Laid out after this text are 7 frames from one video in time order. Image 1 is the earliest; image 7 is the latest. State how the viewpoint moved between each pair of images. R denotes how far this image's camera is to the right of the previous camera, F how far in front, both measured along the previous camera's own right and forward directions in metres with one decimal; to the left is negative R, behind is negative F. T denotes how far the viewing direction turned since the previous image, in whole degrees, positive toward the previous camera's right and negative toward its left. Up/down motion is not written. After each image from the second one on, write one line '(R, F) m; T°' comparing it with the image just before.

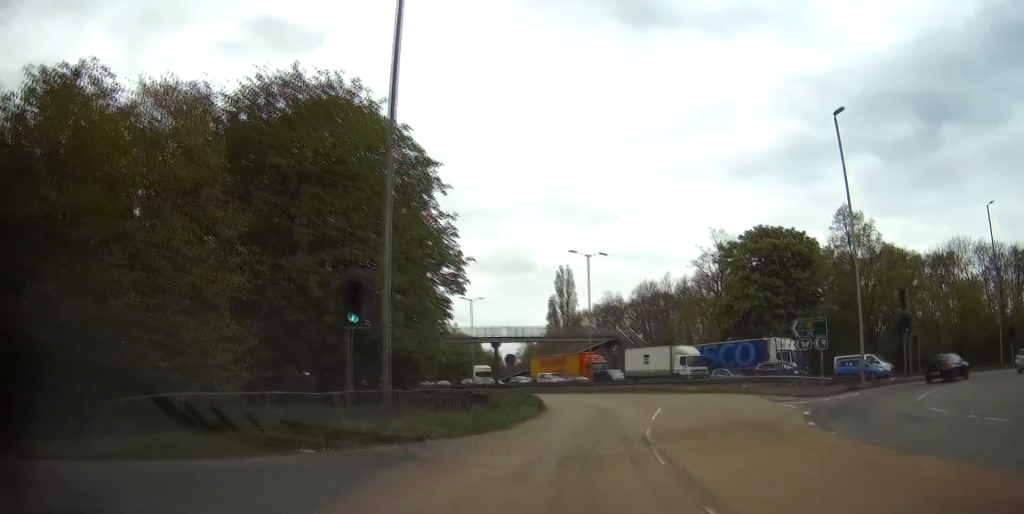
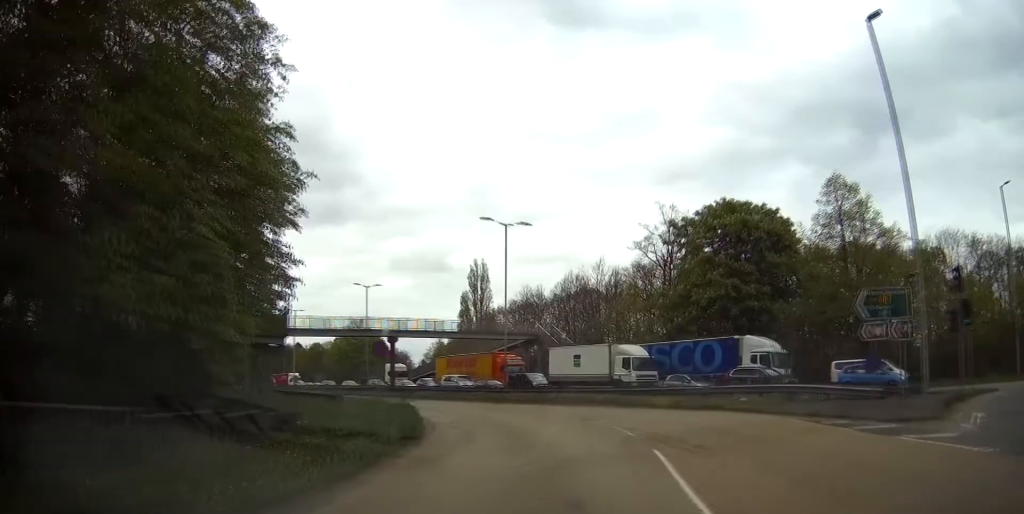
(+0.9, +13.0) m; +8°
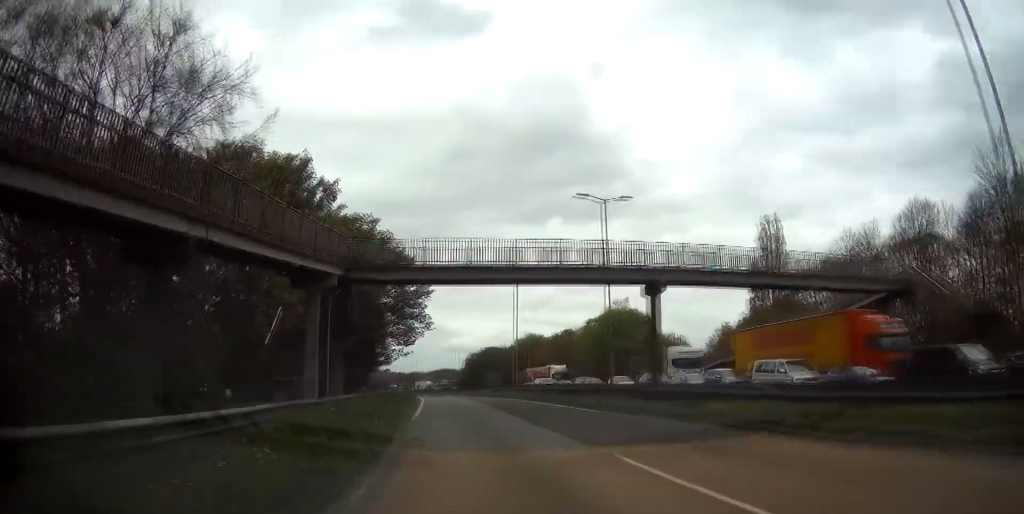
(-2.4, +33.4) m; -16°
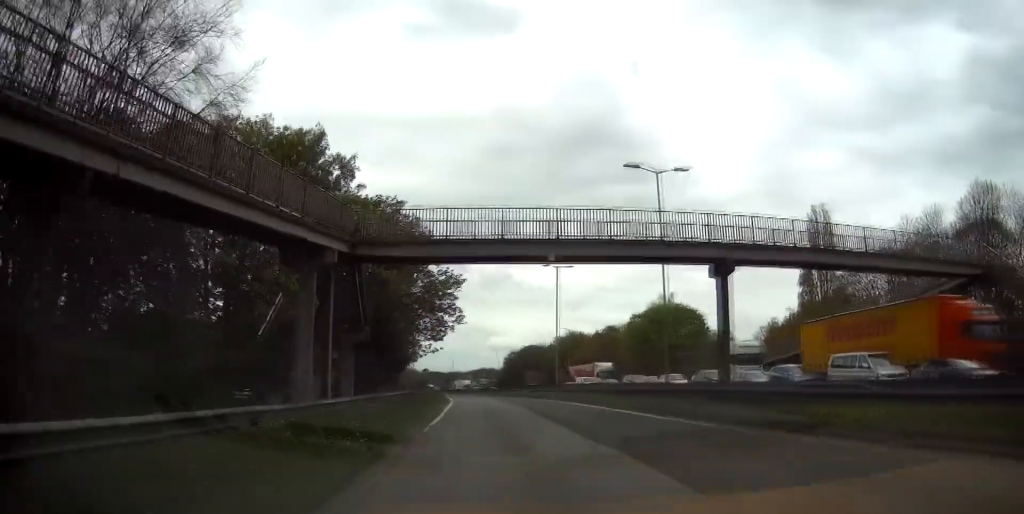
(-0.2, +5.4) m; -3°
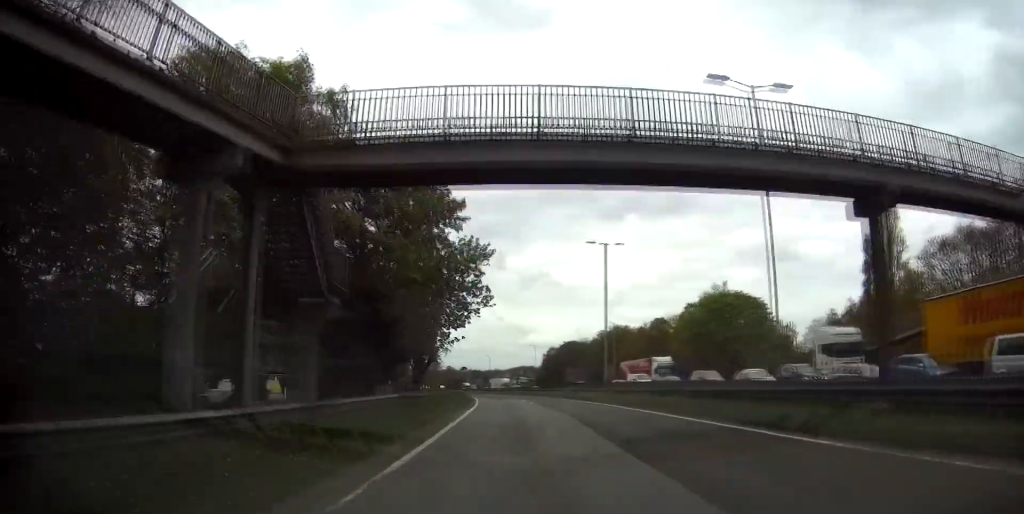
(-0.4, +10.1) m; -5°
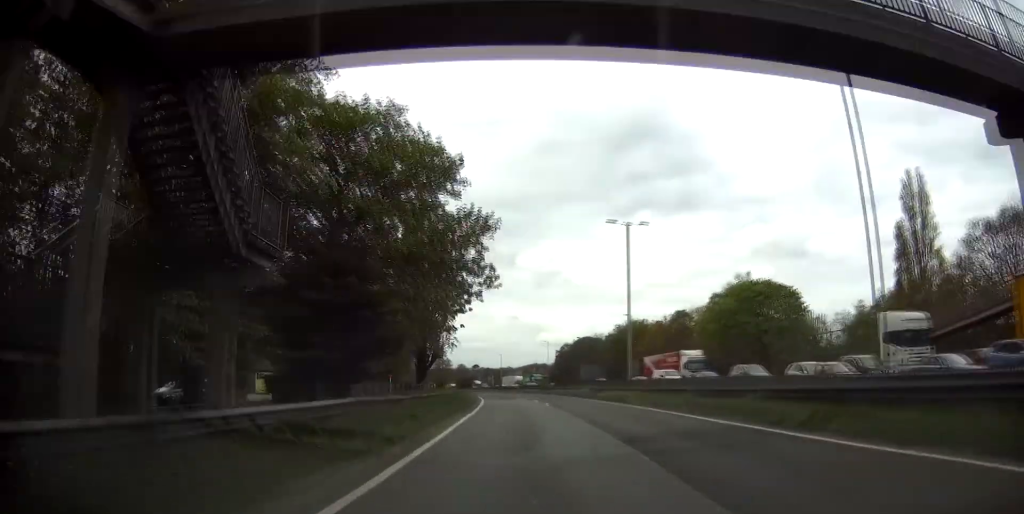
(-0.3, +6.8) m; -1°
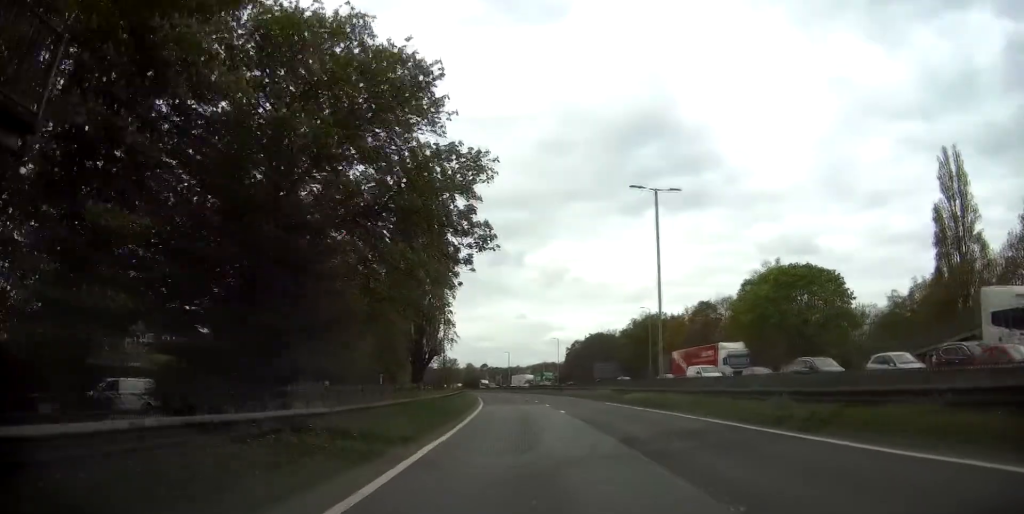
(-0.2, +8.7) m; -2°
